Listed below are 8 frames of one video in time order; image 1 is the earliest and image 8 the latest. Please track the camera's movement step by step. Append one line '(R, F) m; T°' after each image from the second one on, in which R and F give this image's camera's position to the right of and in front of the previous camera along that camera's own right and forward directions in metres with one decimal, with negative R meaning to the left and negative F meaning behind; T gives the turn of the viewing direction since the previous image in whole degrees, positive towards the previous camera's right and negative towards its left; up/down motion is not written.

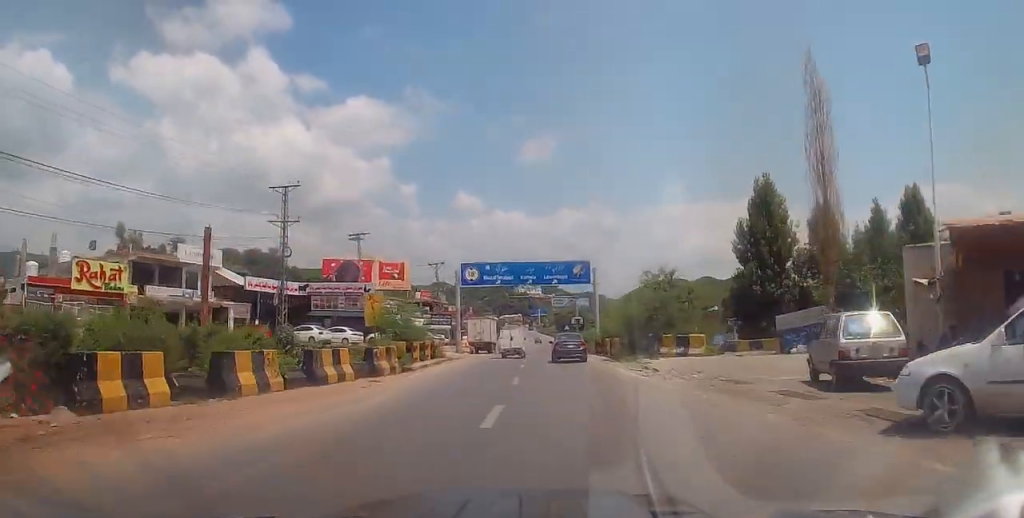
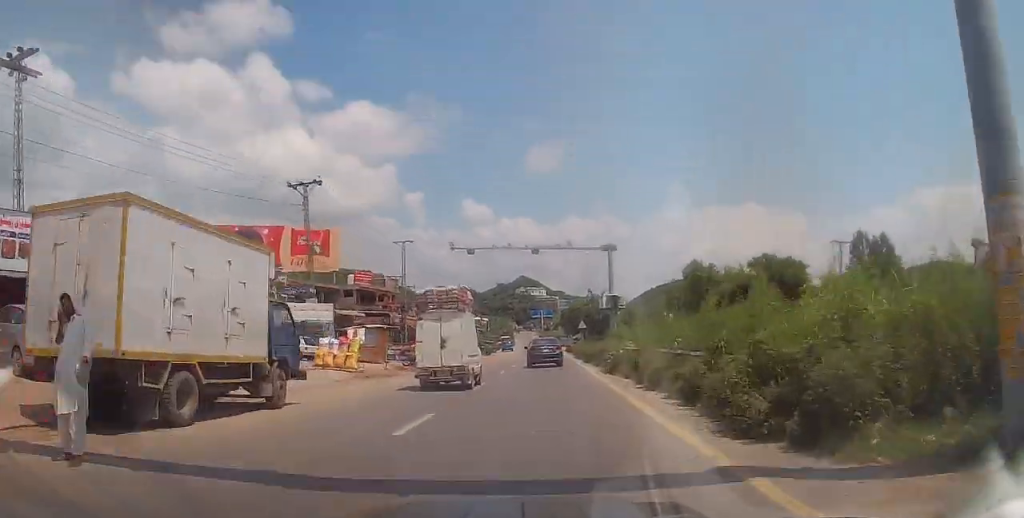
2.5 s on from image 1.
(+0.3, +47.2) m; 0°
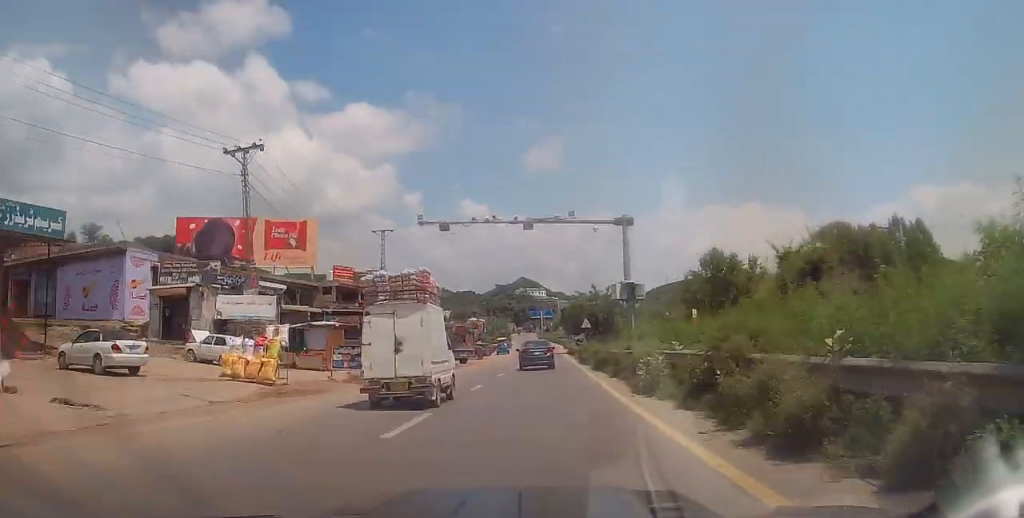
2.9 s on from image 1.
(-0.2, +8.3) m; 0°
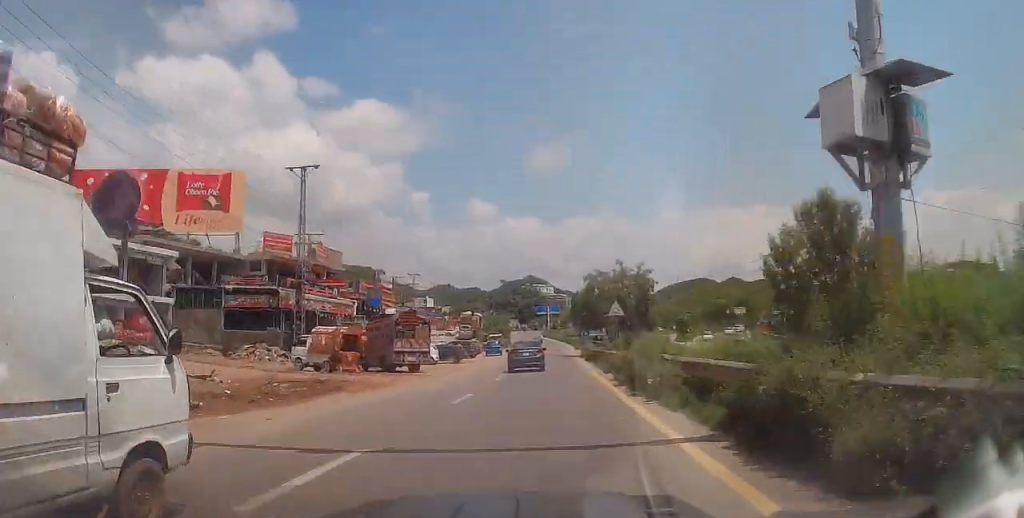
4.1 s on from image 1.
(0.0, +21.7) m; 0°
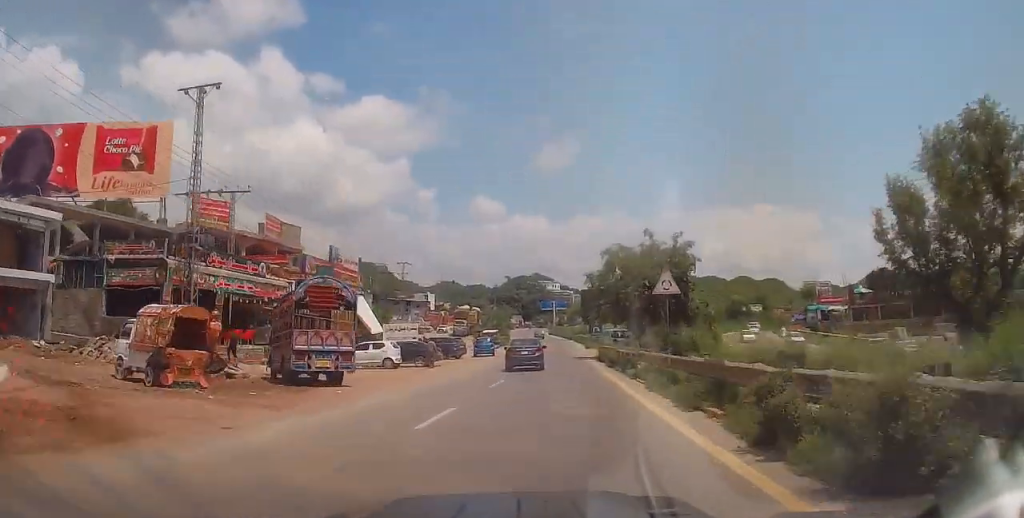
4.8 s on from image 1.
(0.0, +13.4) m; -1°
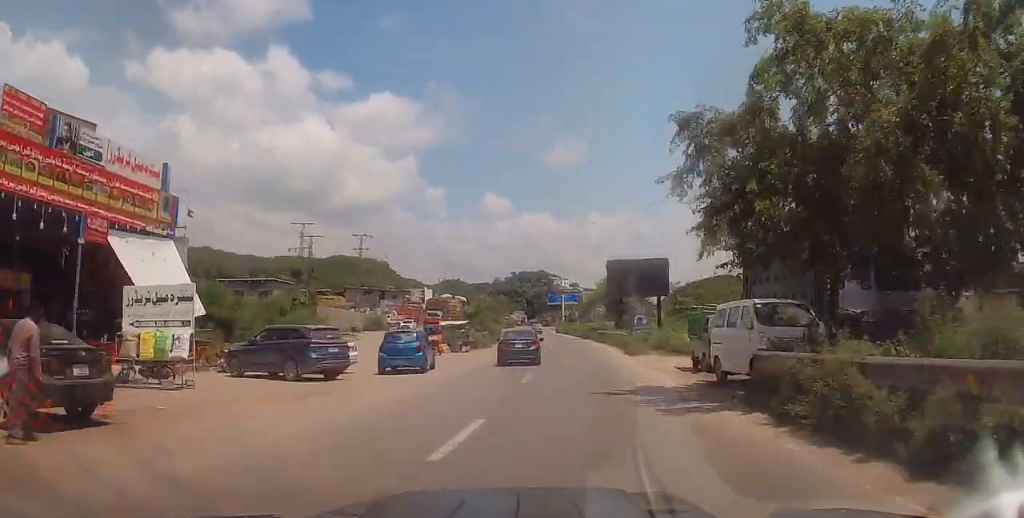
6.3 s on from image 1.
(-0.4, +29.0) m; 0°
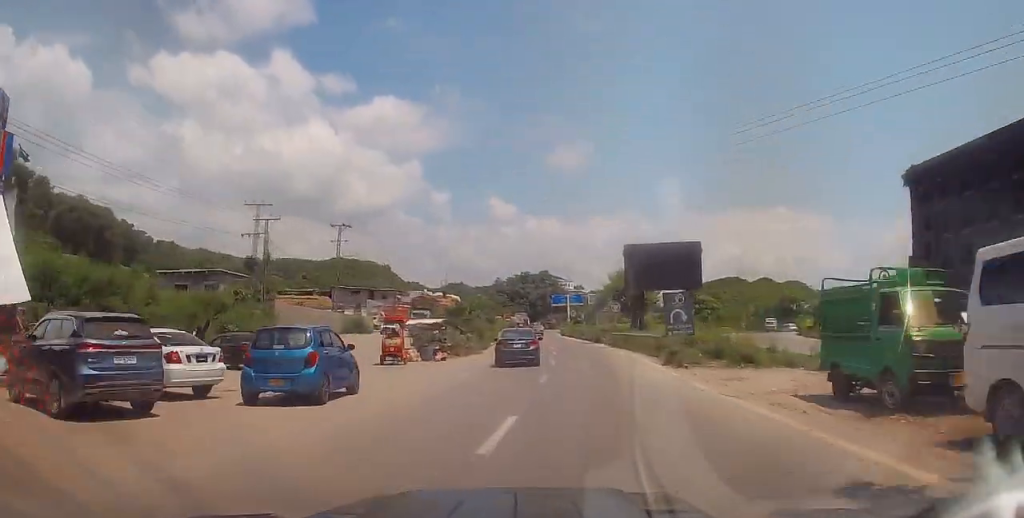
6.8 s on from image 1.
(0.0, +10.0) m; 0°
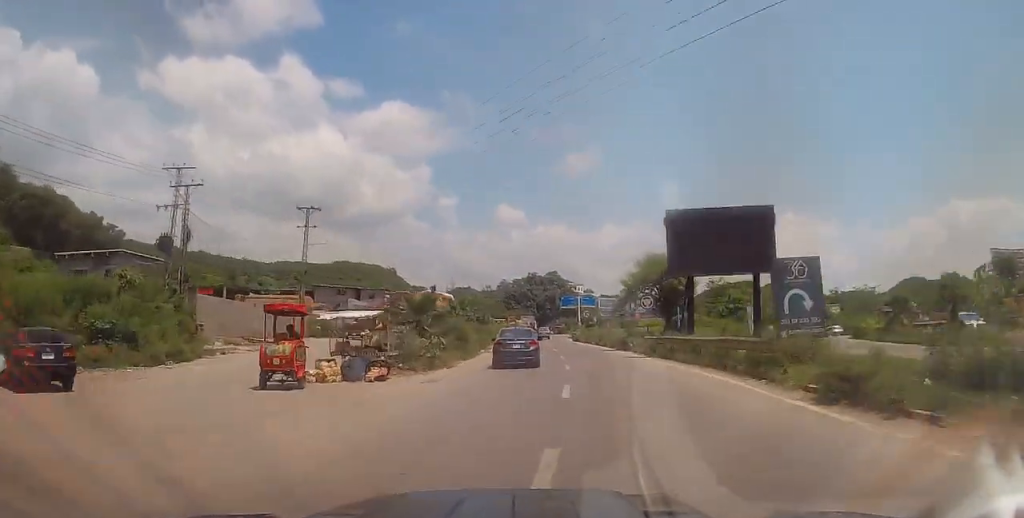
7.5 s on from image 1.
(+0.1, +12.4) m; -1°
